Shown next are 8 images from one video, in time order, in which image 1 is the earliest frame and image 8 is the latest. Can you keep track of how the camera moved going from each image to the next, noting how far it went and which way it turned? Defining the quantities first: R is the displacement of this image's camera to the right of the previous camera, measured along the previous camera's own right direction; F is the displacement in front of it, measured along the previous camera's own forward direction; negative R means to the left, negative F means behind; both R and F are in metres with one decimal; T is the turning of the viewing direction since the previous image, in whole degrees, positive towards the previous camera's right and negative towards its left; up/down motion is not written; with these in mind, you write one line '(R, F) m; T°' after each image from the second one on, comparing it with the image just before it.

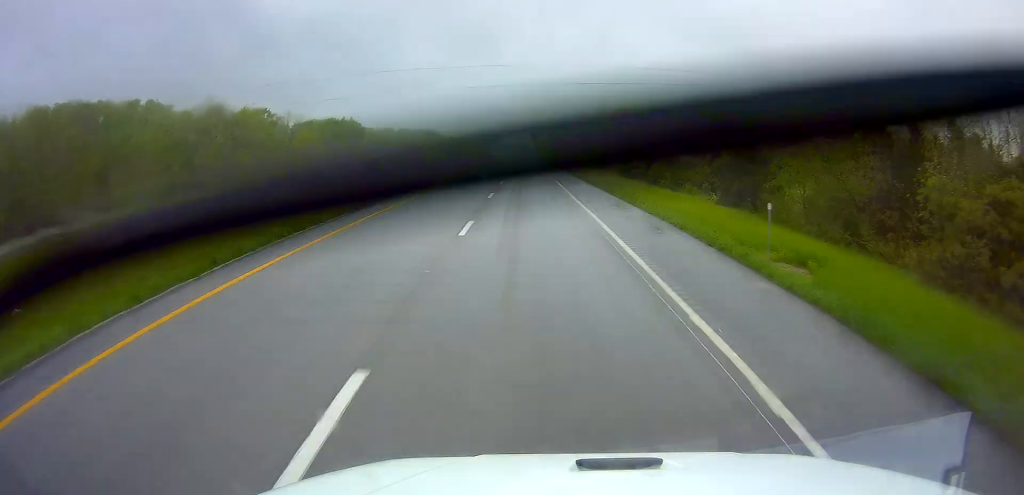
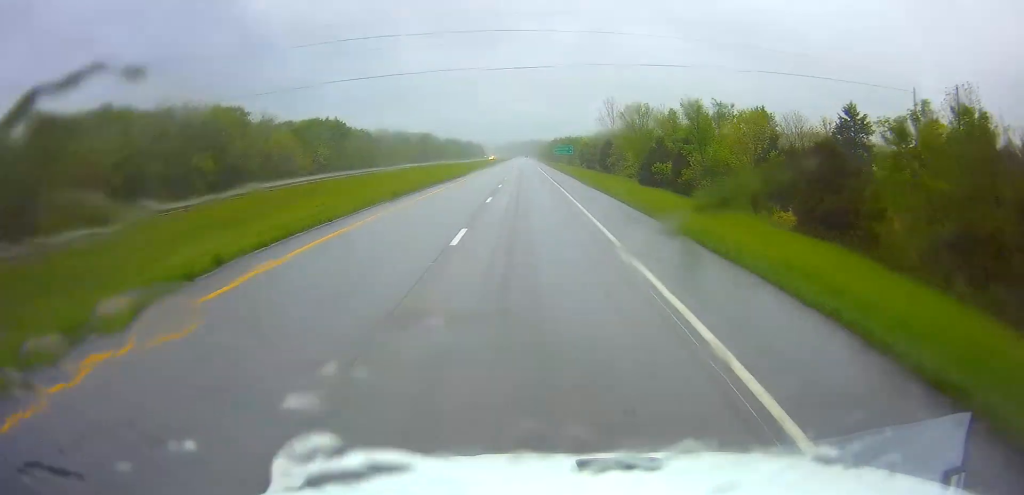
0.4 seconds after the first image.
(0.0, +13.4) m; 0°
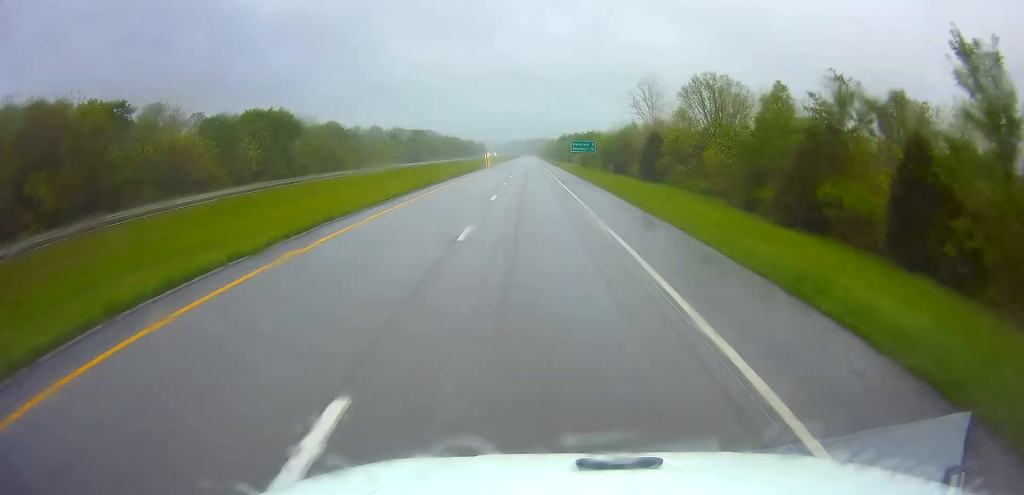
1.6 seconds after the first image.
(+0.1, +35.9) m; 0°
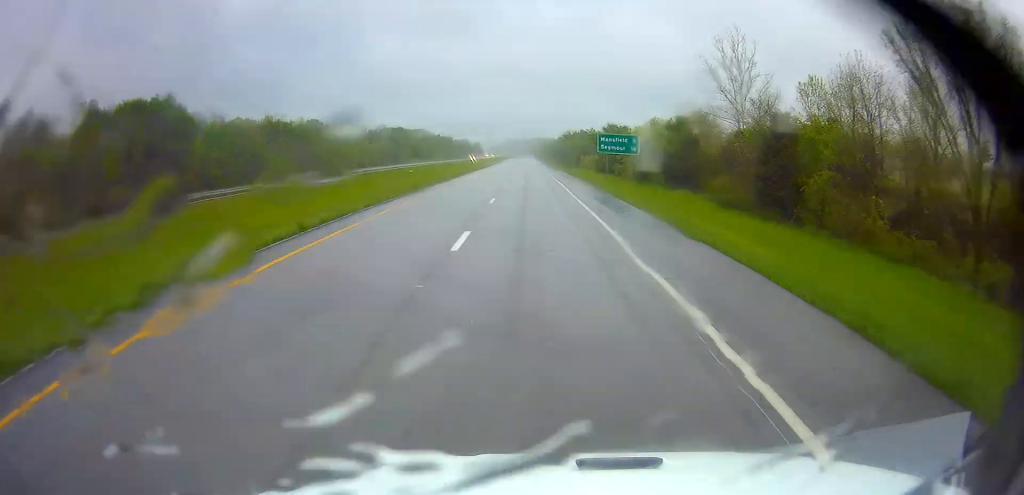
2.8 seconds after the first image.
(0.0, +38.0) m; 0°
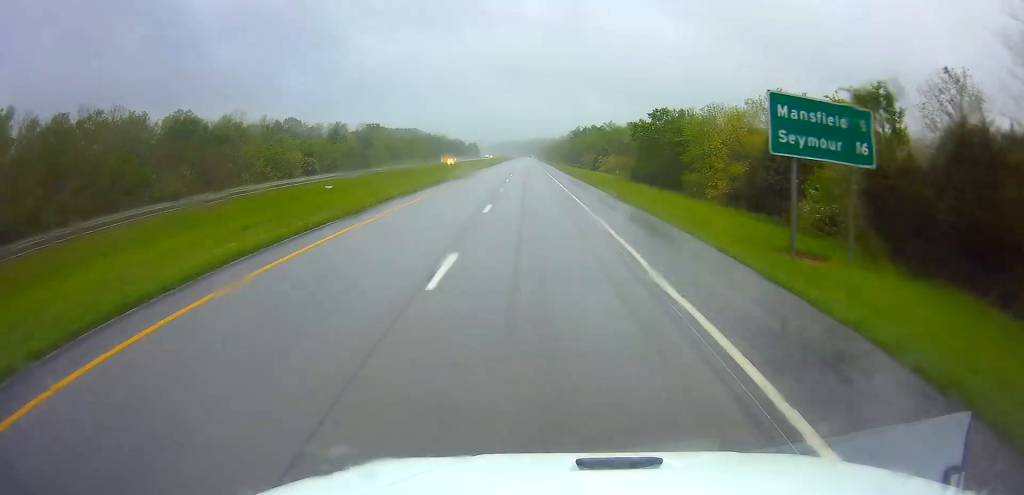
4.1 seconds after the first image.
(-0.1, +40.1) m; 0°
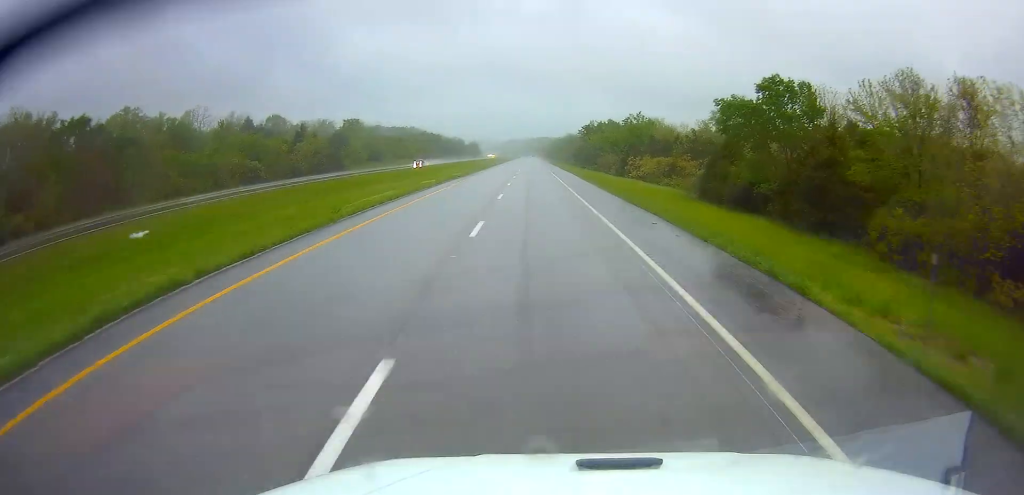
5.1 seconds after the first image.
(0.0, +30.8) m; 0°
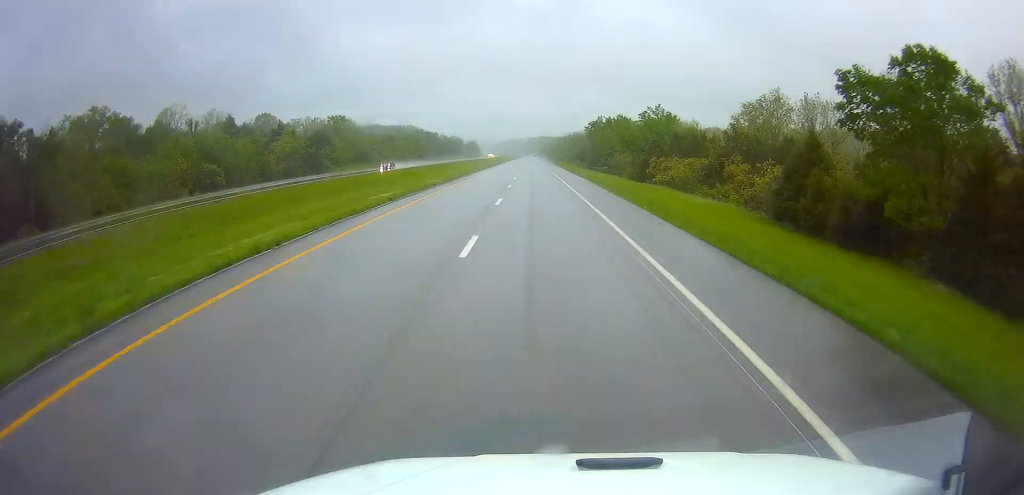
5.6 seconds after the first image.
(0.0, +15.5) m; 0°
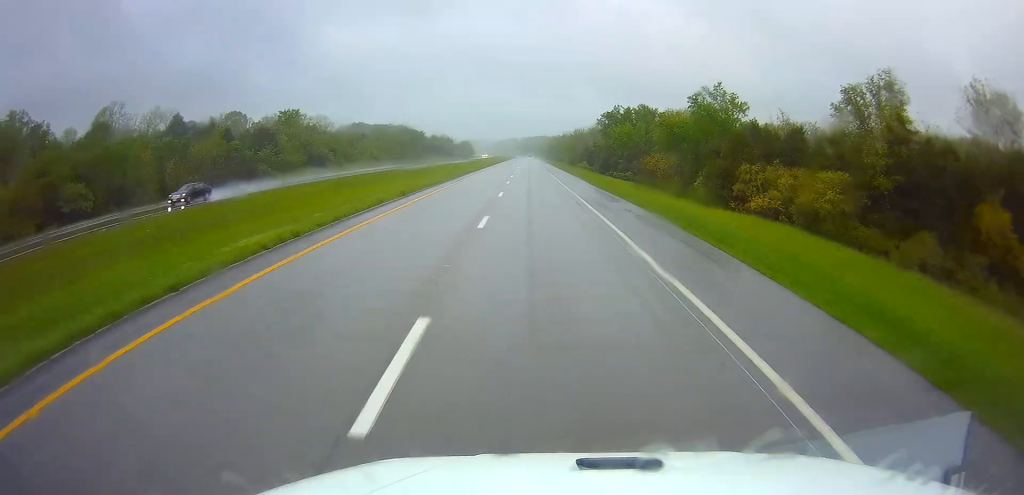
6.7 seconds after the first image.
(+0.1, +32.0) m; 0°
